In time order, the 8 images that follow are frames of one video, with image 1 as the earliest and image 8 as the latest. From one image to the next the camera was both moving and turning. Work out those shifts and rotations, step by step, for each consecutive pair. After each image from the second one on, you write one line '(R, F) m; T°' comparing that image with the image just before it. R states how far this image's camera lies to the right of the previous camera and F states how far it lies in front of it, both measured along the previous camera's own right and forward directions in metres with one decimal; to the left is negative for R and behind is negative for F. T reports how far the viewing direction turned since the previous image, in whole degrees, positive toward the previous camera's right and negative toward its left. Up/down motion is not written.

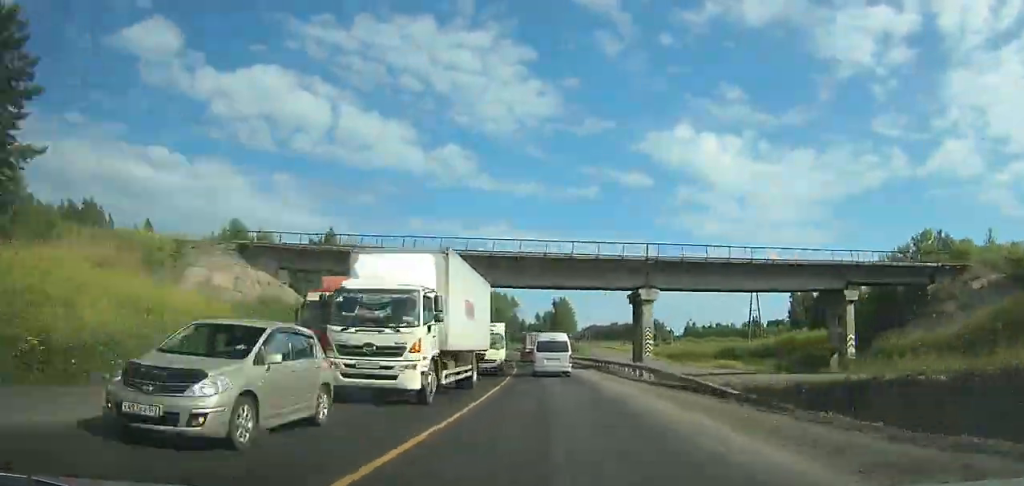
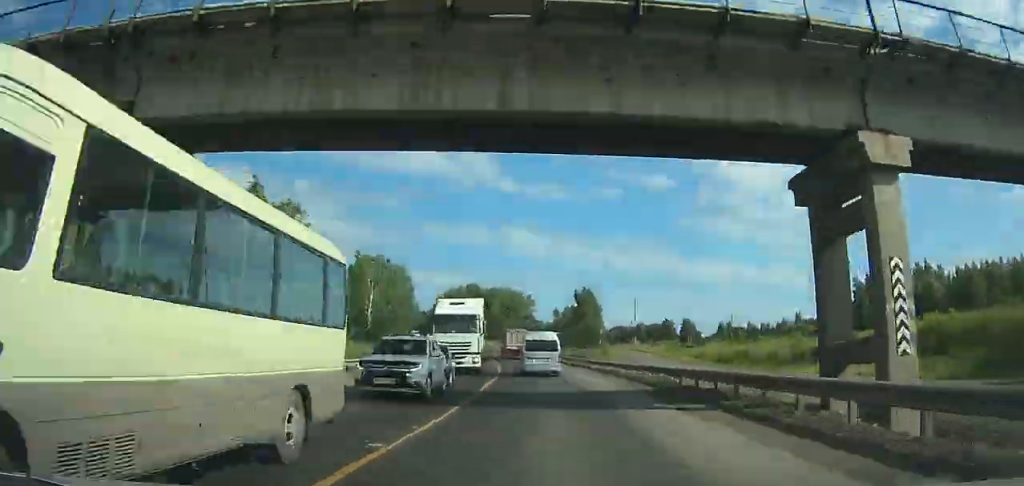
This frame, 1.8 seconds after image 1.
(-0.1, +31.0) m; -6°
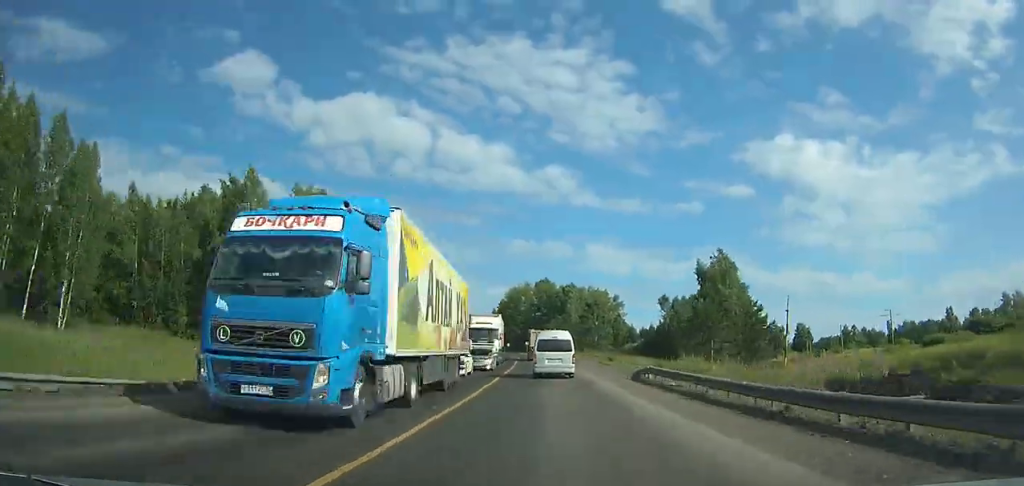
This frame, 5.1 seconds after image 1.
(-5.6, +54.2) m; +13°
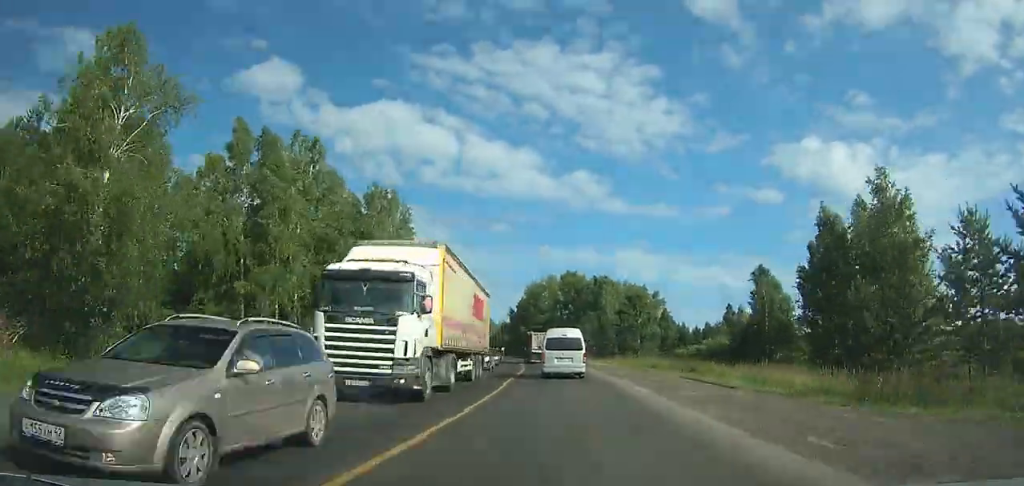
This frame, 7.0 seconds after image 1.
(+14.3, +29.1) m; +8°
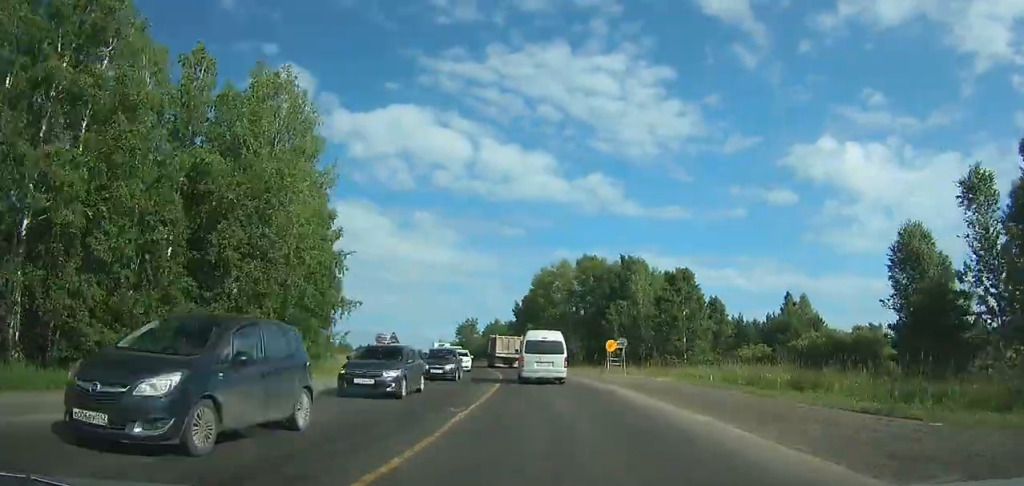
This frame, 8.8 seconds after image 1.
(-4.9, +28.7) m; -10°
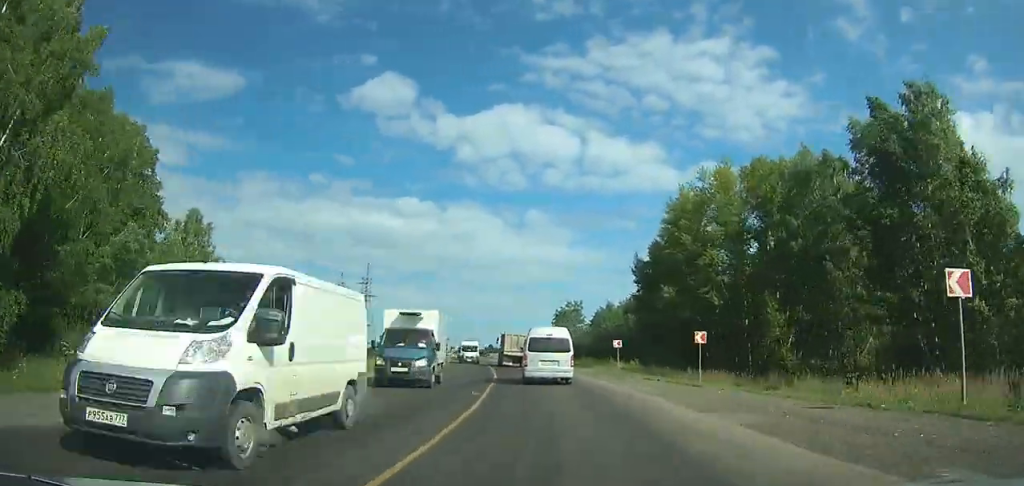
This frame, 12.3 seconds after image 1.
(-12.1, +55.0) m; -18°
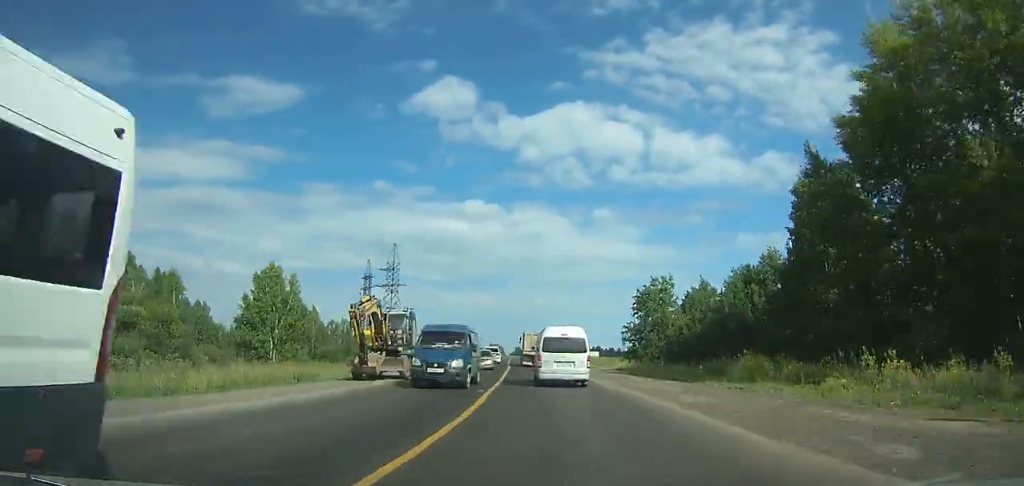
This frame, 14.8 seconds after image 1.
(-2.6, +38.3) m; -6°
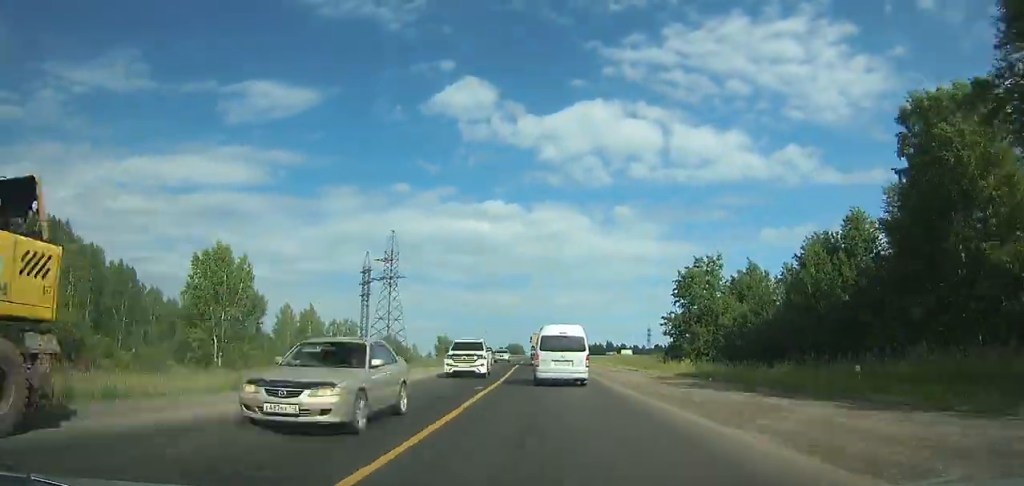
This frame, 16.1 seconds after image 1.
(-0.4, +19.6) m; -3°
